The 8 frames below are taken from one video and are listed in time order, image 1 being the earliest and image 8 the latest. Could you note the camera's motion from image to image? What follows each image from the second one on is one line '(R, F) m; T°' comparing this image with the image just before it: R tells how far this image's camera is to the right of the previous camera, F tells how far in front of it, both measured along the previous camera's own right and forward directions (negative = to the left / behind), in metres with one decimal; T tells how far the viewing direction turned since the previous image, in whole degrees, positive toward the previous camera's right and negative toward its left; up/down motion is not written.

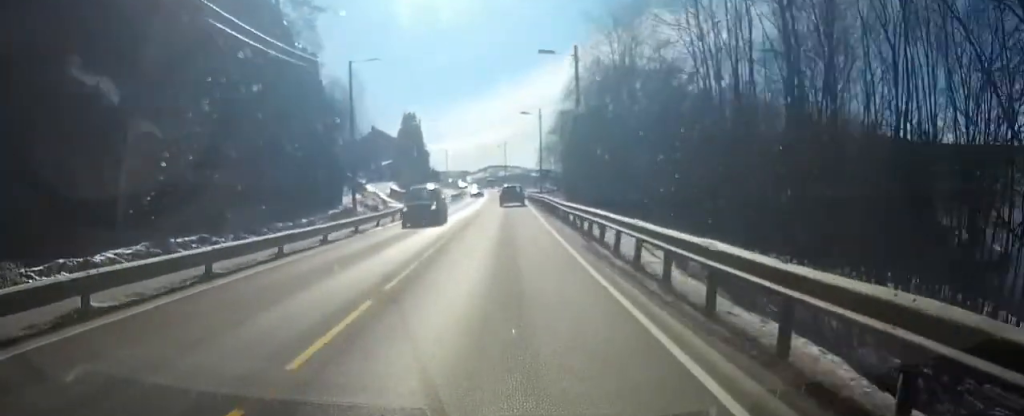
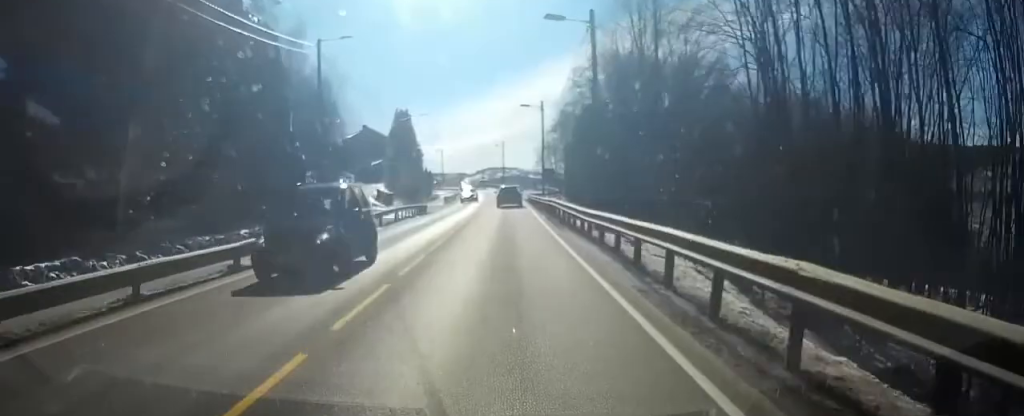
(0.0, +6.6) m; 0°
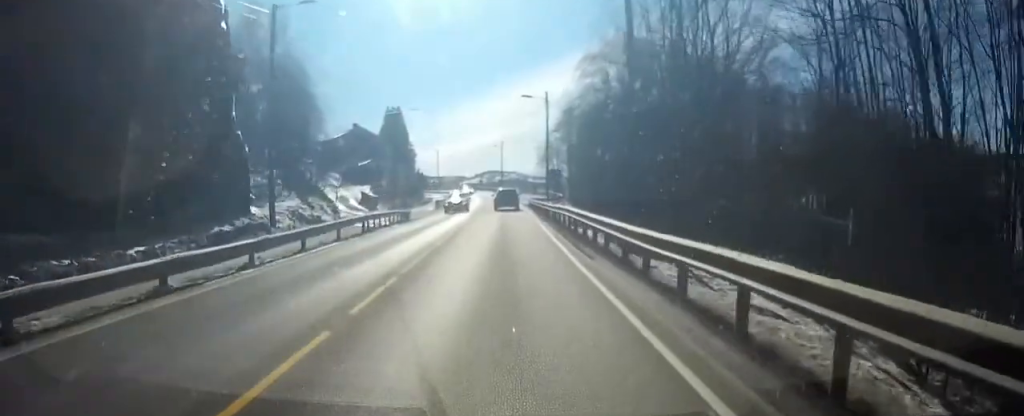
(+0.1, +7.1) m; 0°
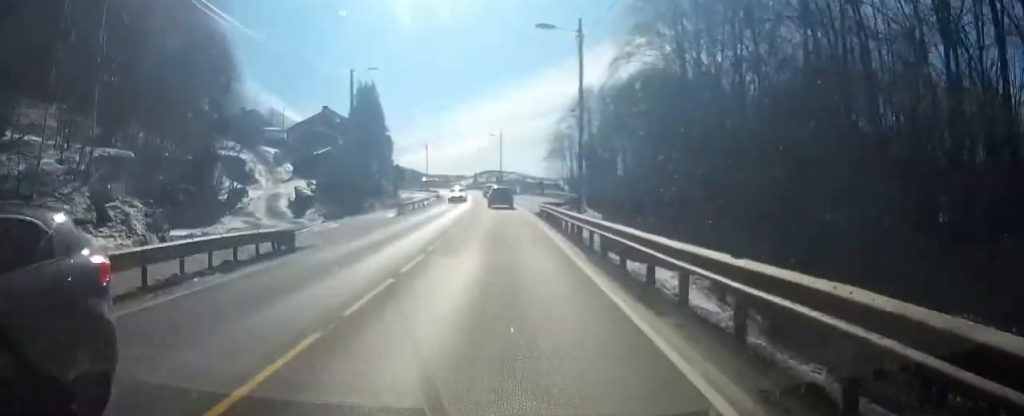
(-0.1, +19.9) m; 0°
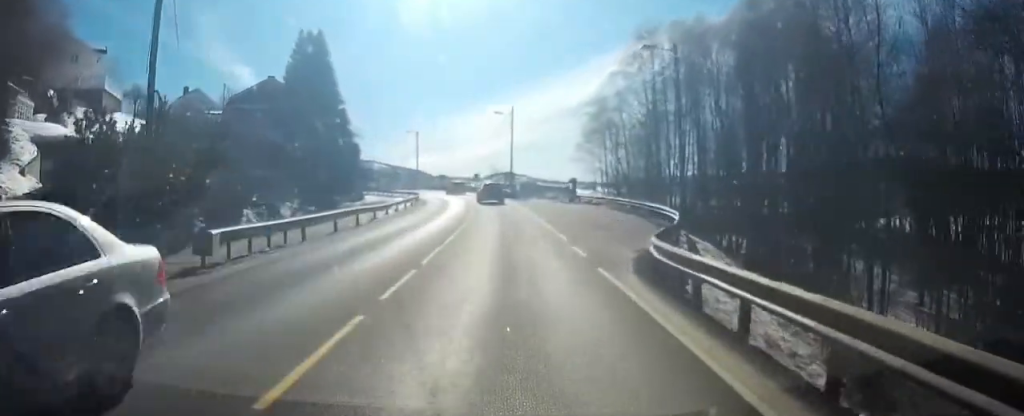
(0.0, +27.6) m; -1°
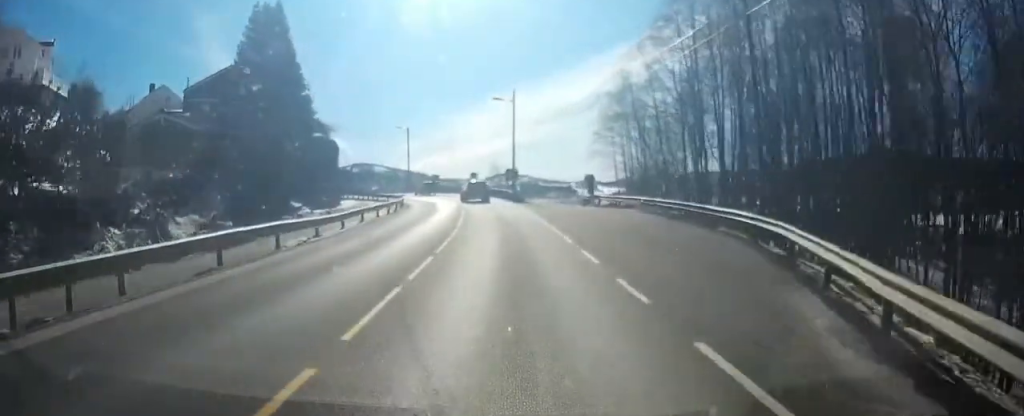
(0.0, +10.0) m; 0°
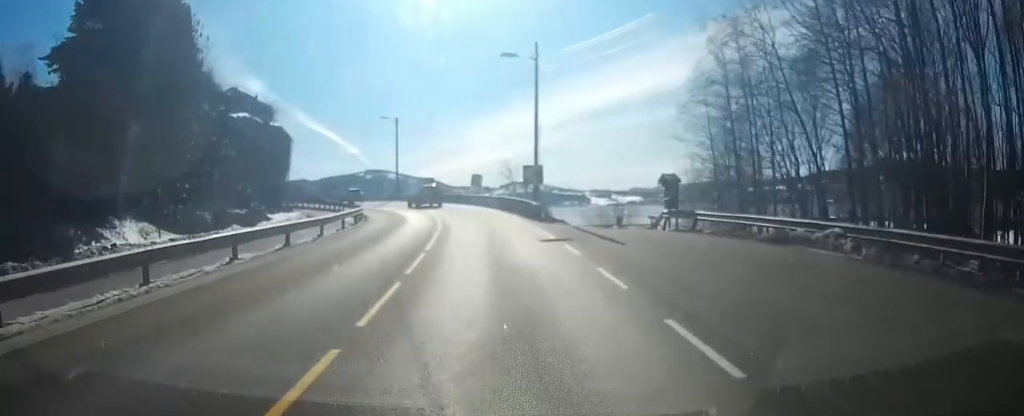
(0.0, +19.2) m; -2°
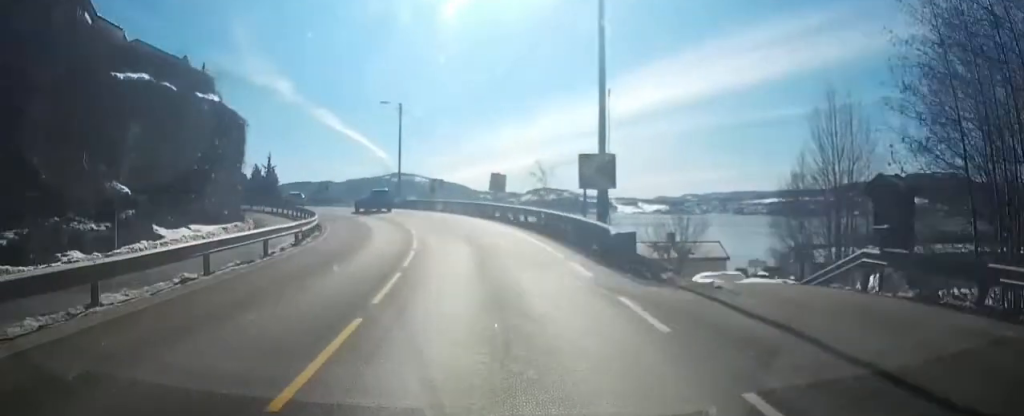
(-0.4, +14.5) m; -4°
